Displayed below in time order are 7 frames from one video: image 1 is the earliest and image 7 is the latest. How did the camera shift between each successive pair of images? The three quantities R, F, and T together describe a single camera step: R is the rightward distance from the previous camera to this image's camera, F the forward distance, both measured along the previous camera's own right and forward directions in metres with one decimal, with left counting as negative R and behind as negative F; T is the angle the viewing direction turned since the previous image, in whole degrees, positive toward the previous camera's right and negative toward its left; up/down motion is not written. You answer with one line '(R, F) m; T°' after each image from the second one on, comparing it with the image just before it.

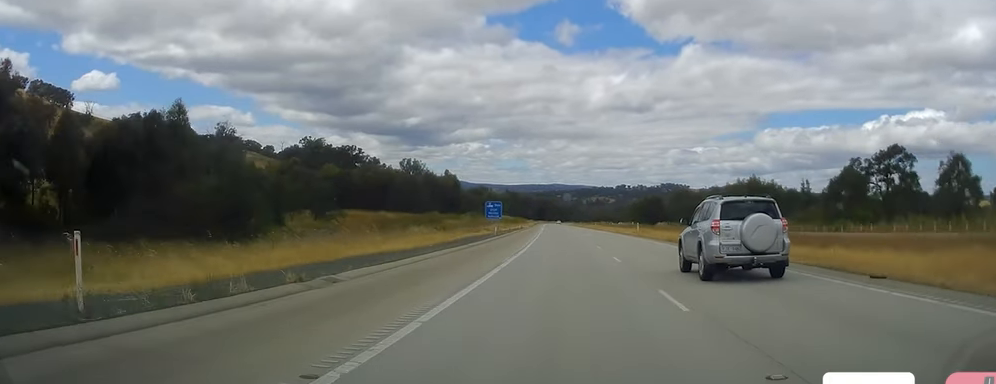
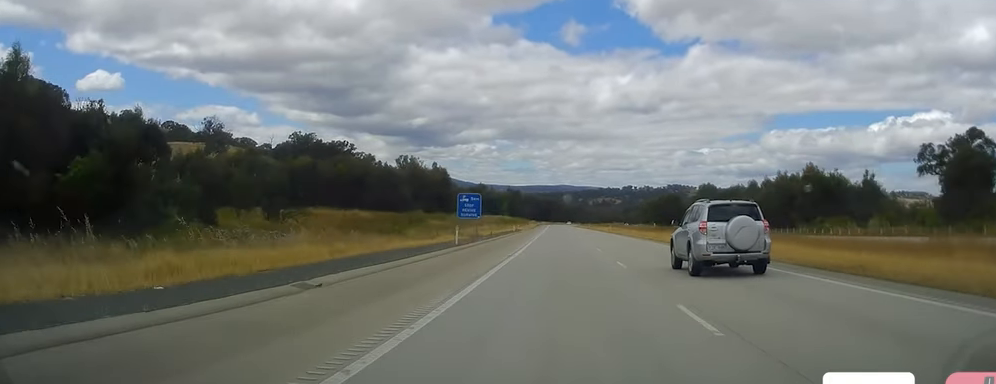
(+0.2, +26.7) m; -2°
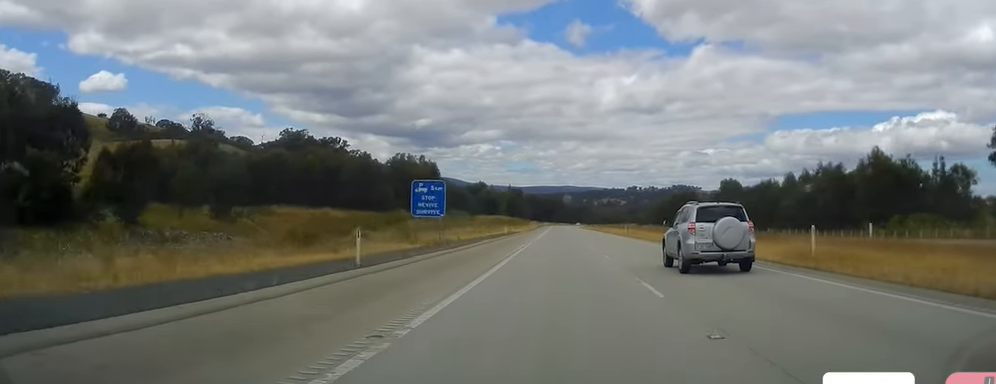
(-0.9, +20.1) m; 0°
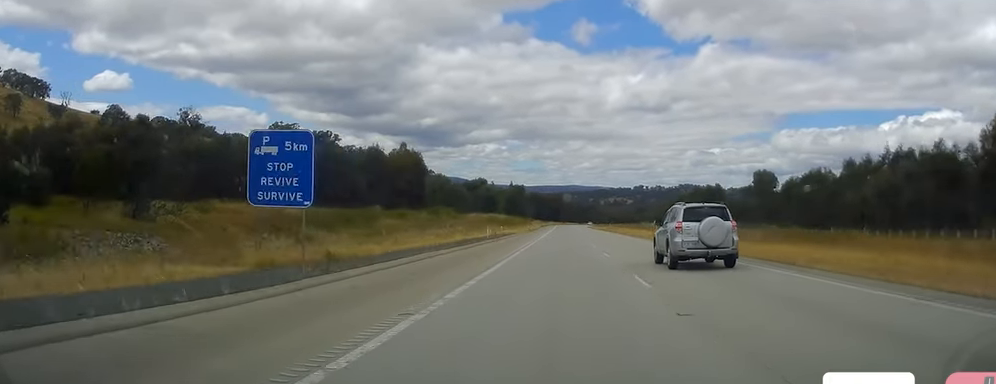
(+0.3, +23.0) m; 0°
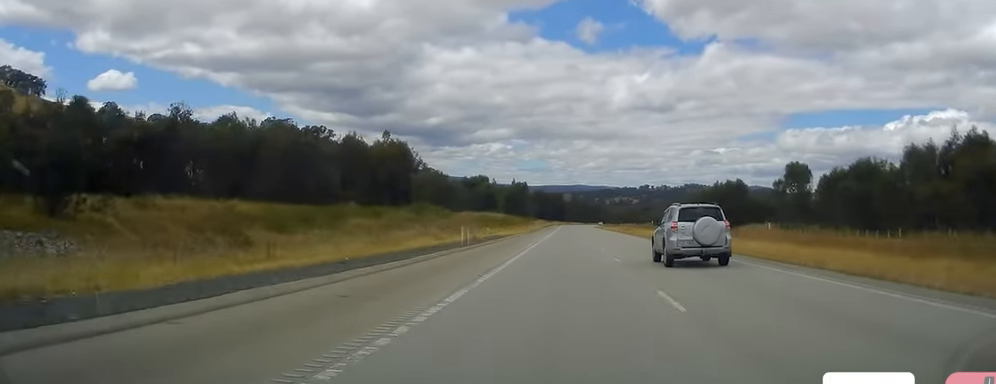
(+0.2, +16.3) m; 0°
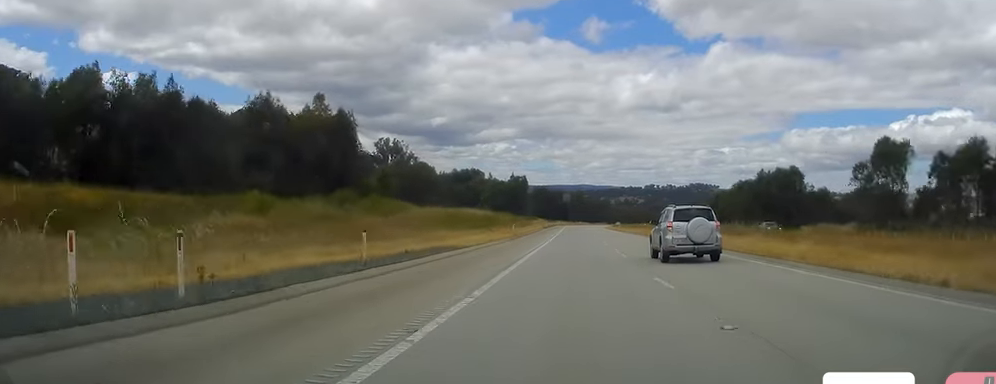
(-0.7, +33.6) m; -2°
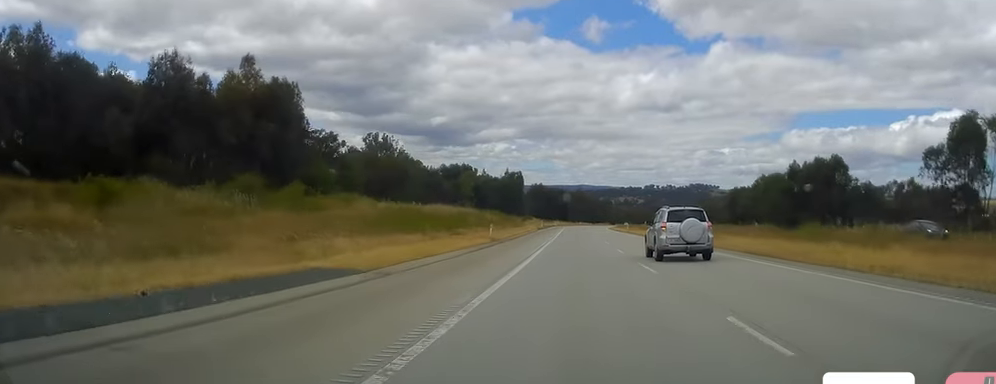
(0.0, +19.3) m; -1°
